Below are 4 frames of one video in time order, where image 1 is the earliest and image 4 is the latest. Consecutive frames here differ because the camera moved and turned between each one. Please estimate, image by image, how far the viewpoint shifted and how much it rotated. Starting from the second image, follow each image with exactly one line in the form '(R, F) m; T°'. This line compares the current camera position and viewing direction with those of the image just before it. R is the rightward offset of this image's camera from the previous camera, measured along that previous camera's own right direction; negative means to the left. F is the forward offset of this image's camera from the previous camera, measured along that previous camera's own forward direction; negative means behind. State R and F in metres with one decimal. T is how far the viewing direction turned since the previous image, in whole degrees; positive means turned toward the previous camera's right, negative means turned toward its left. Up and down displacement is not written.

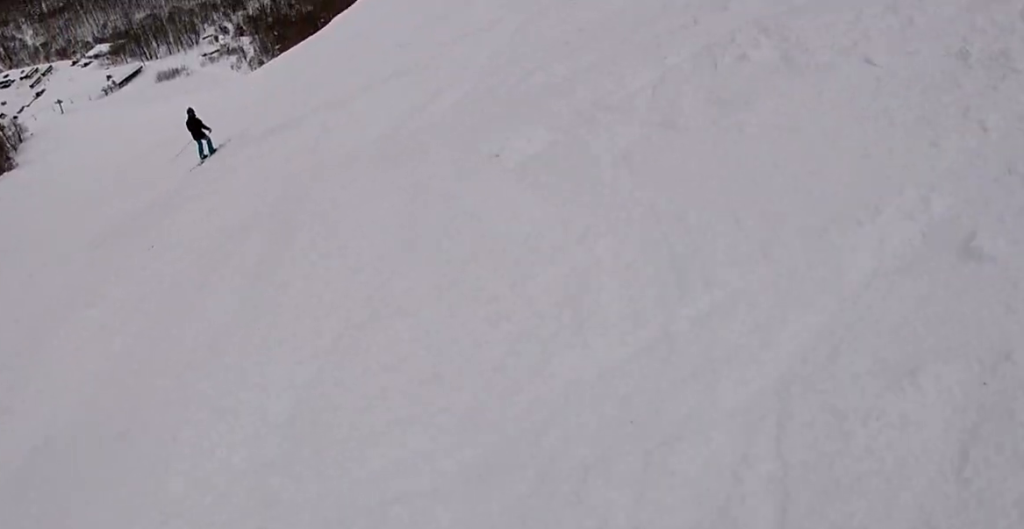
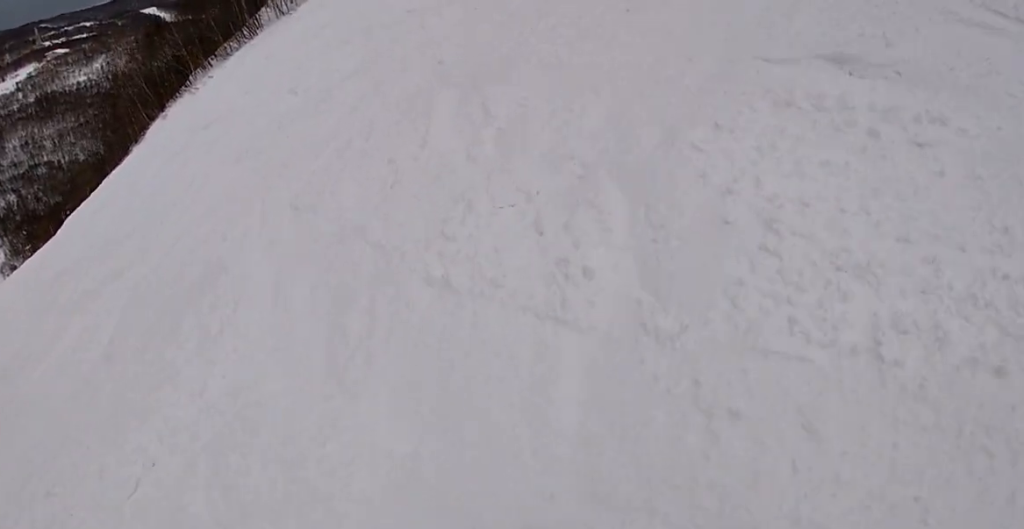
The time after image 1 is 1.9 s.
(+4.1, +6.5) m; +46°
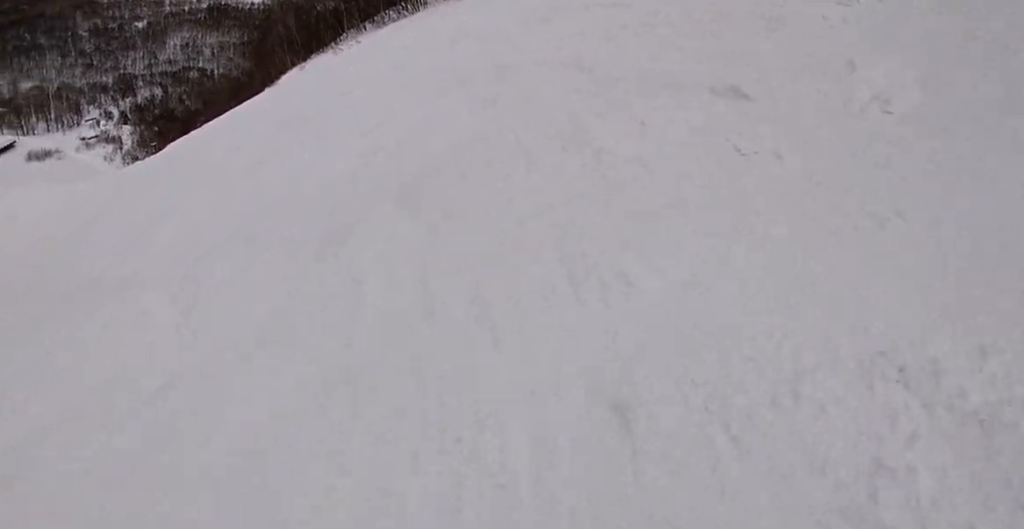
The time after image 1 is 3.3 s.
(-0.3, +6.8) m; -10°
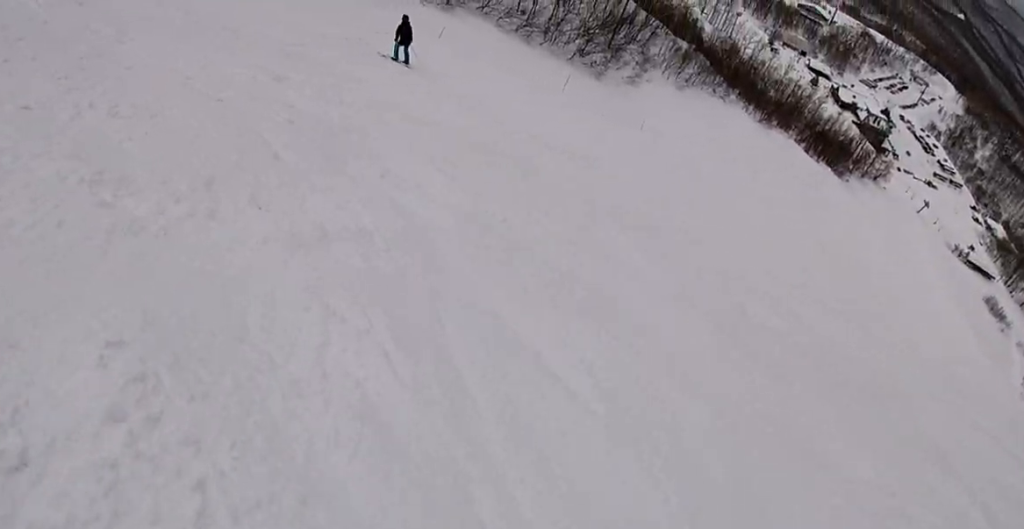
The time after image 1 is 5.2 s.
(-3.0, +6.8) m; -90°
